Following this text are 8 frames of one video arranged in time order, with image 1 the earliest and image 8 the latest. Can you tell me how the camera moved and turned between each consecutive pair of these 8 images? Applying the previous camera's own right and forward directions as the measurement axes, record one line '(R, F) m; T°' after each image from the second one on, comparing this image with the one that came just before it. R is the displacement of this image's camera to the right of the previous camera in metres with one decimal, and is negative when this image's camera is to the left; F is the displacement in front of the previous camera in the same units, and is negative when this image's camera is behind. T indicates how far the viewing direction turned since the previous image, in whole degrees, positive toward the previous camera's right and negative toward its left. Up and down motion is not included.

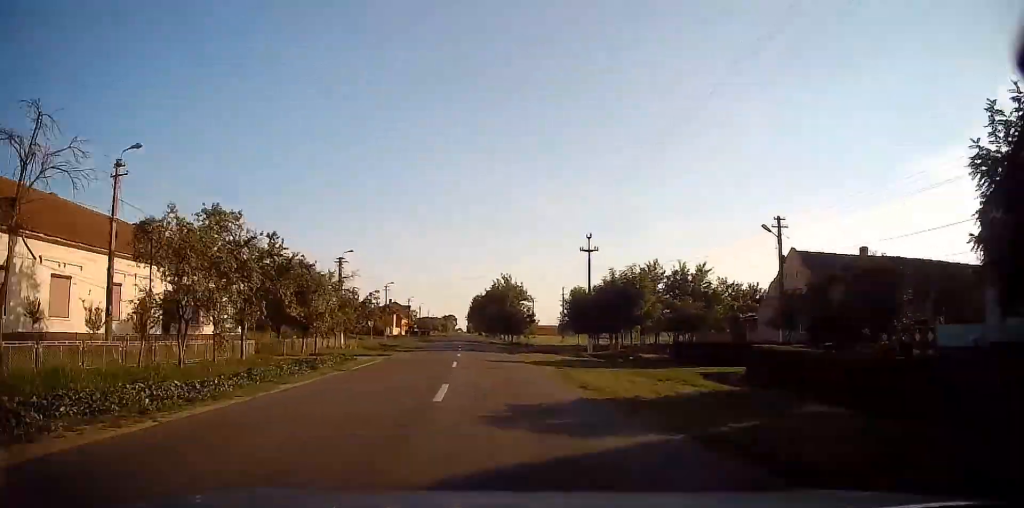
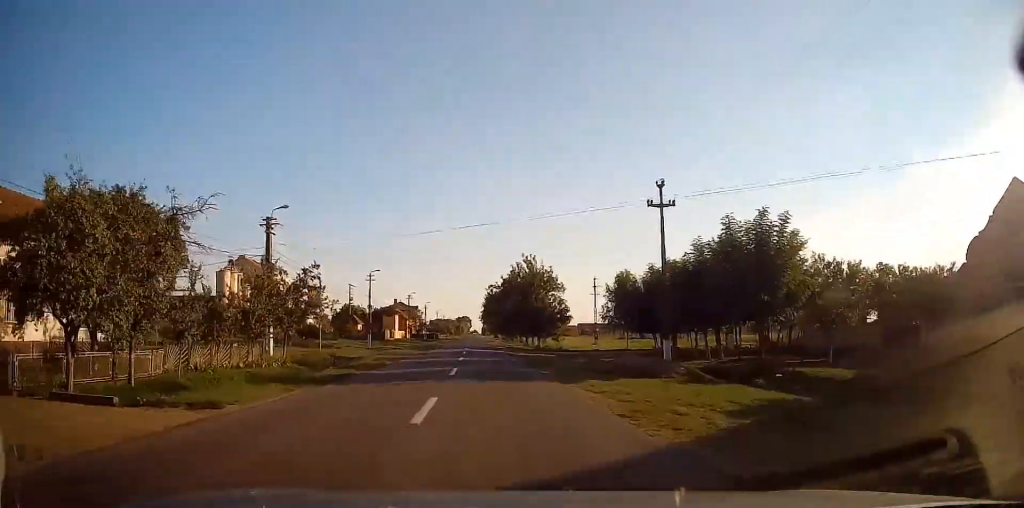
(-0.4, +20.0) m; -1°
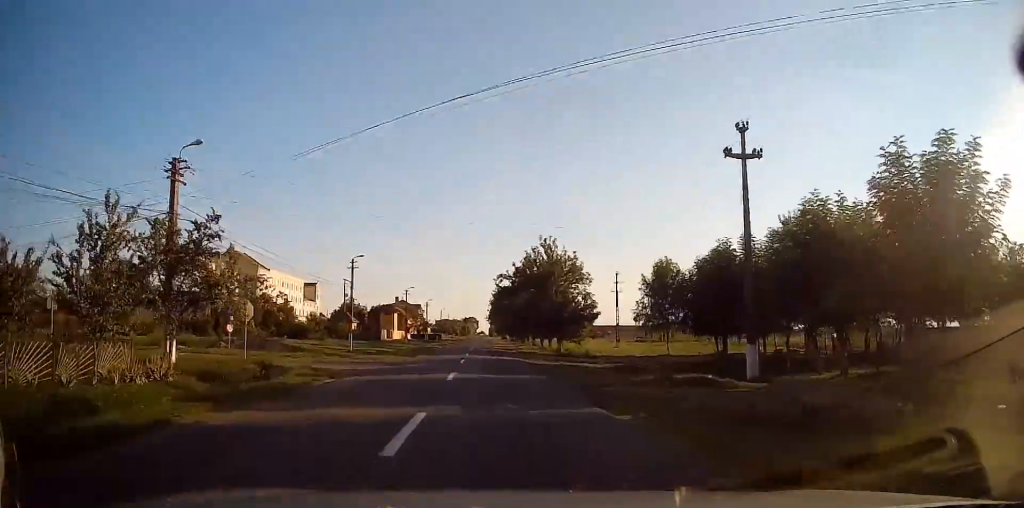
(0.0, +11.4) m; 0°
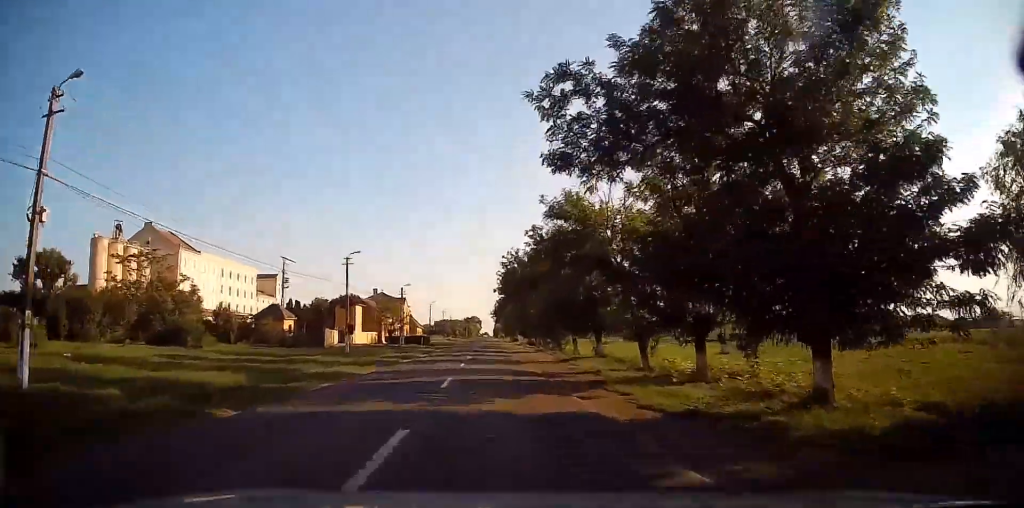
(-0.4, +38.7) m; -2°
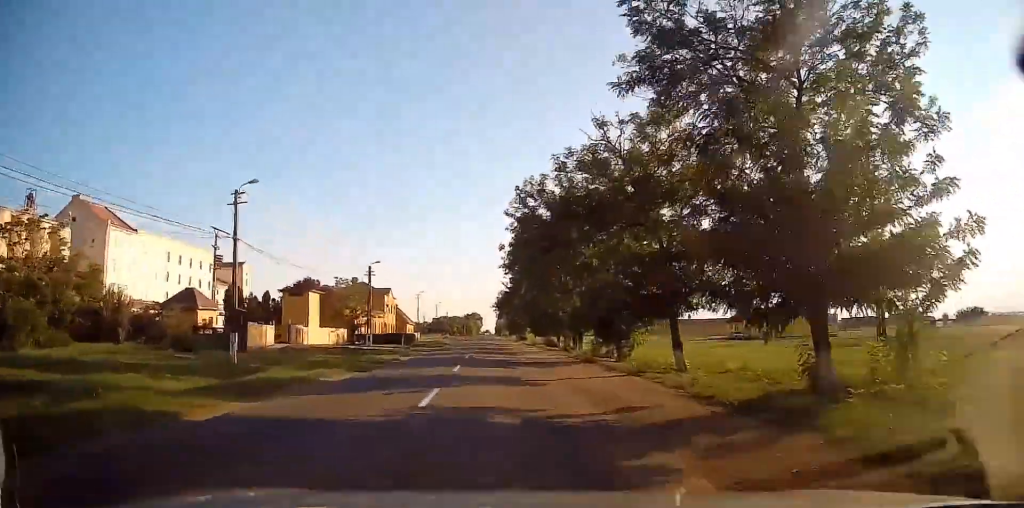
(-0.2, +22.3) m; -1°
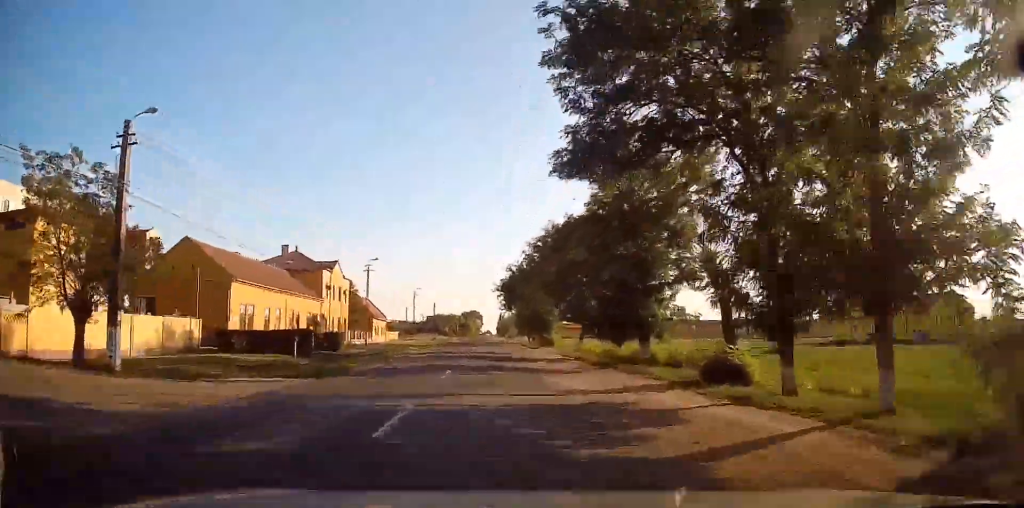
(+1.3, +37.7) m; +3°
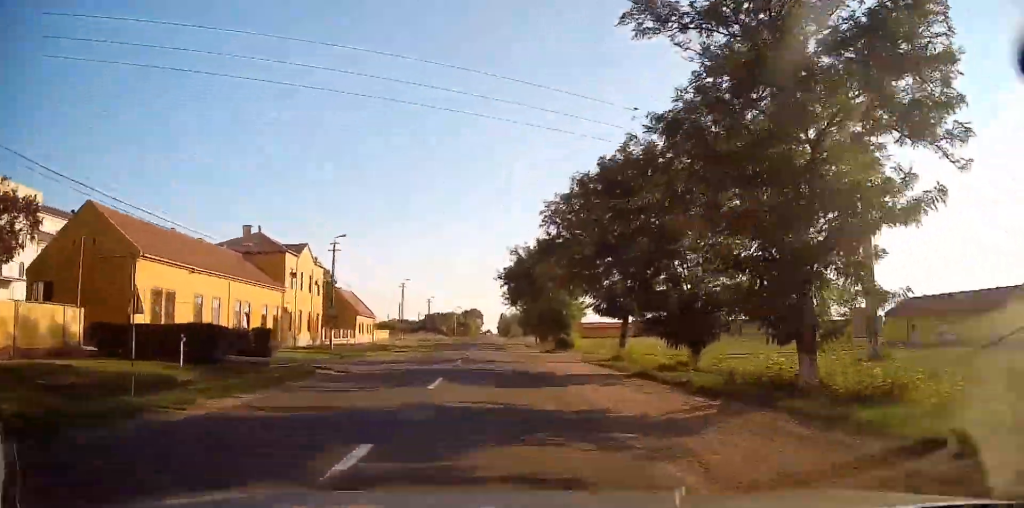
(-0.2, +11.4) m; -1°
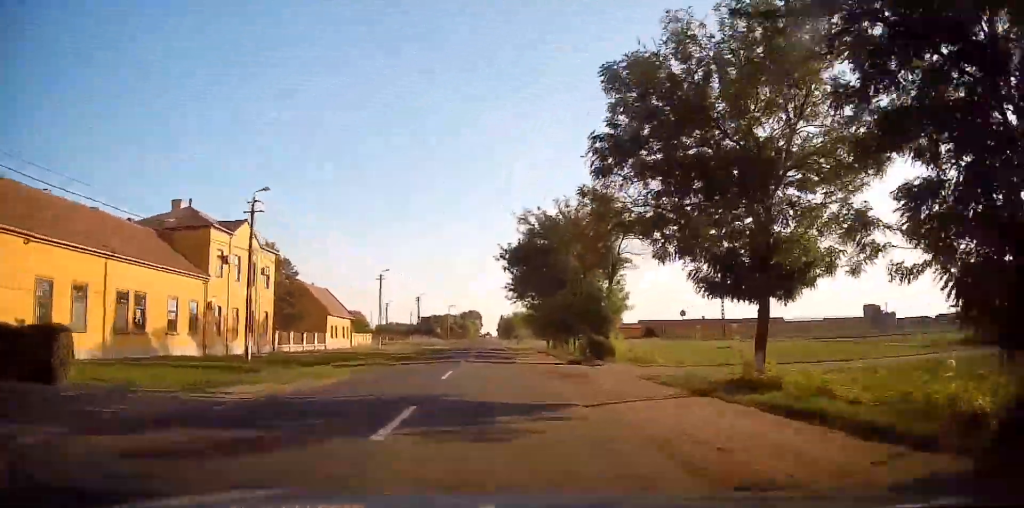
(-0.4, +13.5) m; -2°
